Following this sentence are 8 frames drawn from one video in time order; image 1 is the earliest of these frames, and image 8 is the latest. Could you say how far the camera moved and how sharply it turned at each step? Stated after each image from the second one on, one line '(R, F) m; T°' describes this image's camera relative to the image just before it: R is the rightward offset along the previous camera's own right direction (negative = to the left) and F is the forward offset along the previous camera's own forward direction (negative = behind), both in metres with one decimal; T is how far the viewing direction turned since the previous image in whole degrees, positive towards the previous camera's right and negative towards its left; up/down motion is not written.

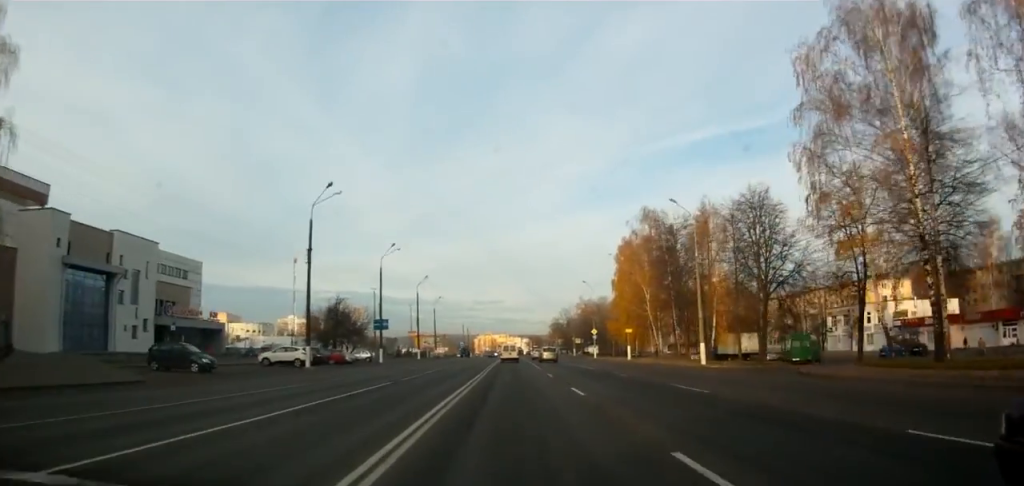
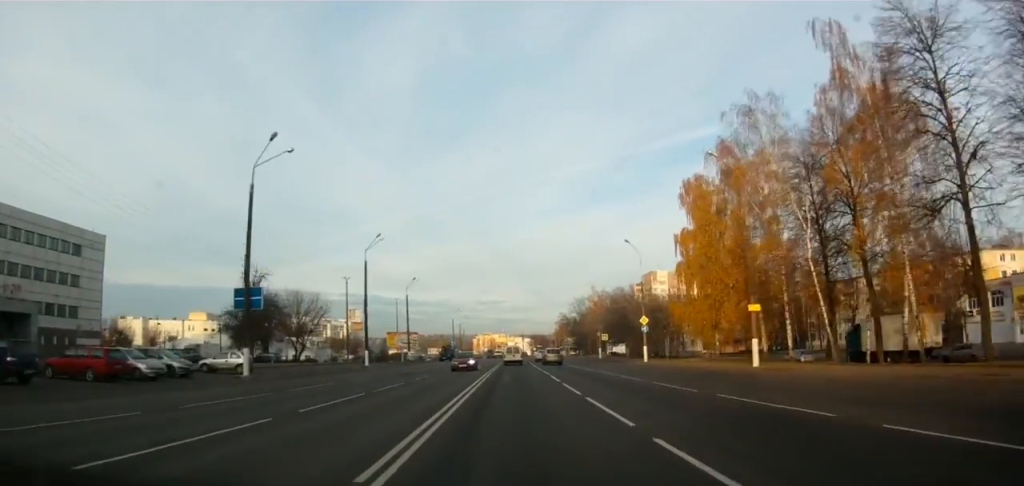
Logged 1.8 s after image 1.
(-0.2, +37.3) m; 0°
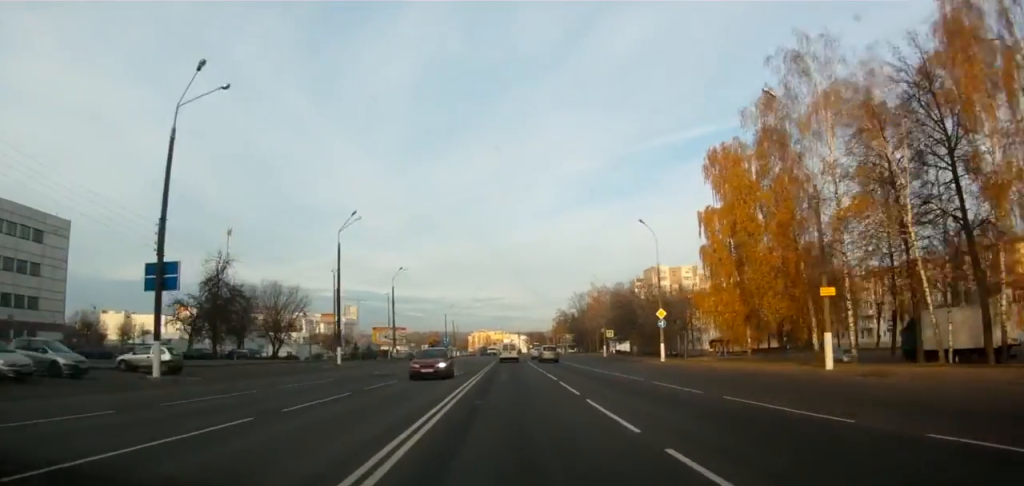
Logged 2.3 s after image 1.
(0.0, +9.1) m; +1°
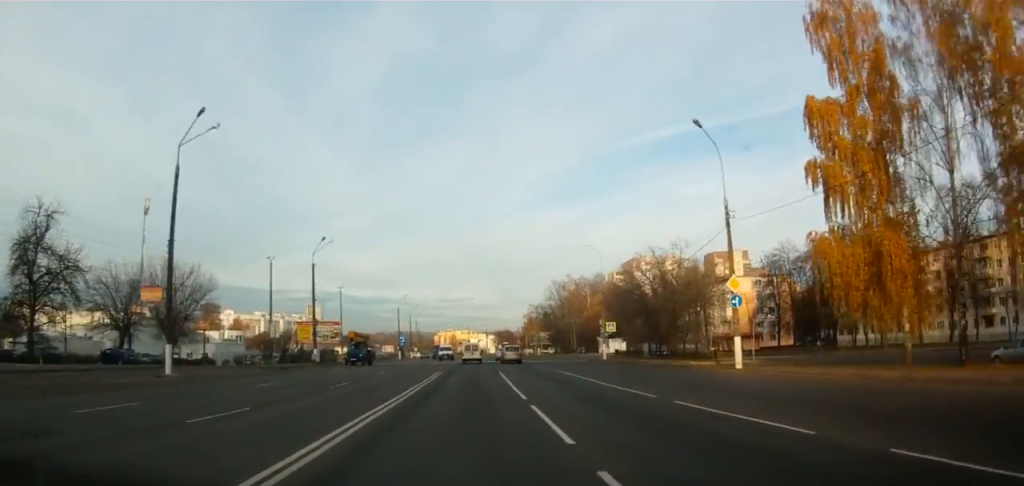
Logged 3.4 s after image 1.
(+0.4, +24.2) m; +1°
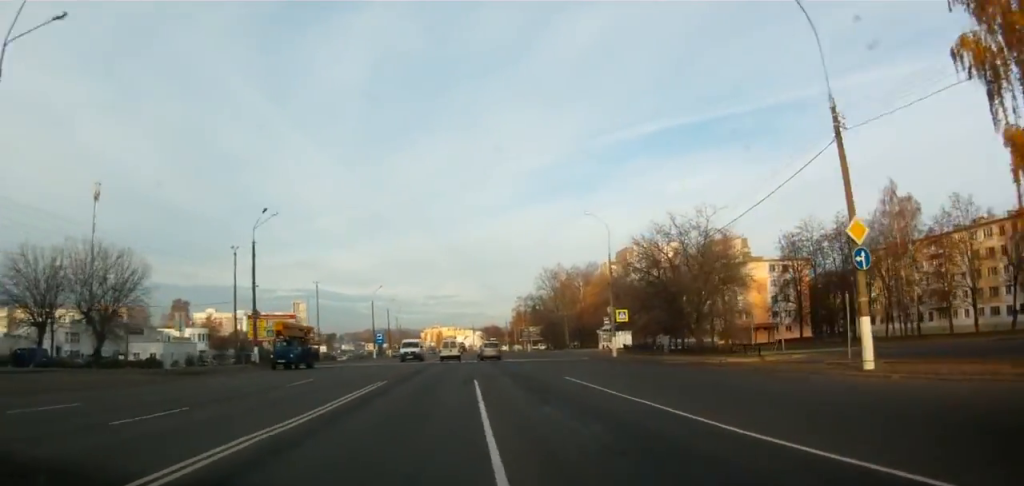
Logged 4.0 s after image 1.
(0.0, +12.8) m; +1°
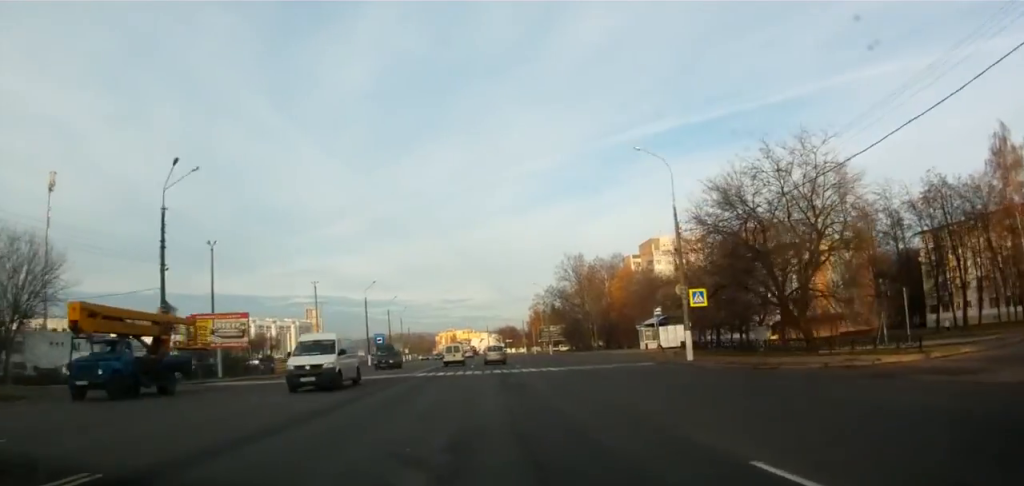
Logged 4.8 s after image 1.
(+0.1, +17.1) m; 0°
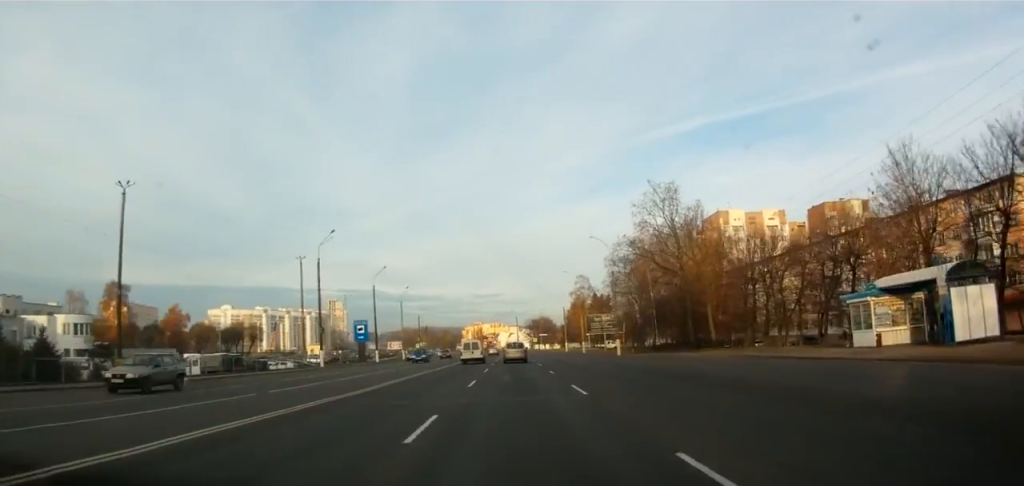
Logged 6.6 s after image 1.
(-1.1, +38.7) m; -2°
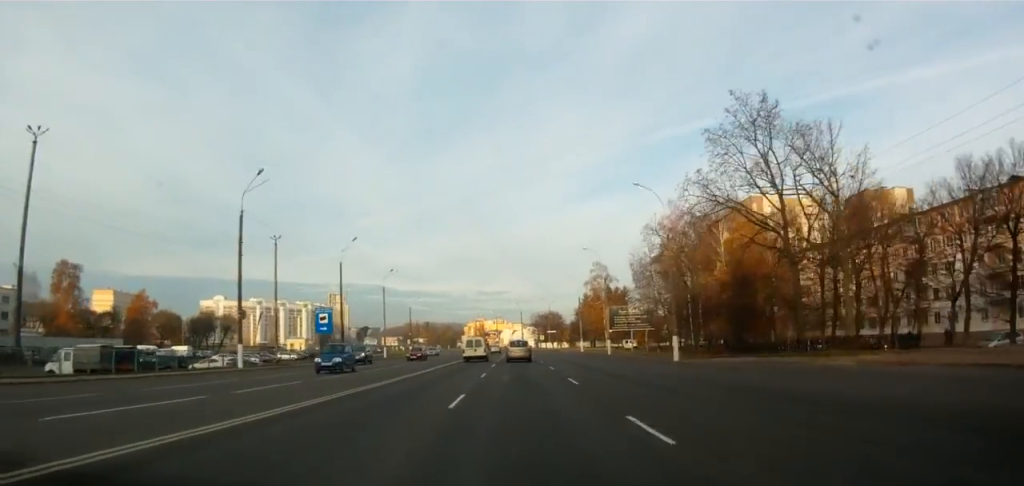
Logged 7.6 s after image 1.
(+0.6, +19.6) m; 0°
